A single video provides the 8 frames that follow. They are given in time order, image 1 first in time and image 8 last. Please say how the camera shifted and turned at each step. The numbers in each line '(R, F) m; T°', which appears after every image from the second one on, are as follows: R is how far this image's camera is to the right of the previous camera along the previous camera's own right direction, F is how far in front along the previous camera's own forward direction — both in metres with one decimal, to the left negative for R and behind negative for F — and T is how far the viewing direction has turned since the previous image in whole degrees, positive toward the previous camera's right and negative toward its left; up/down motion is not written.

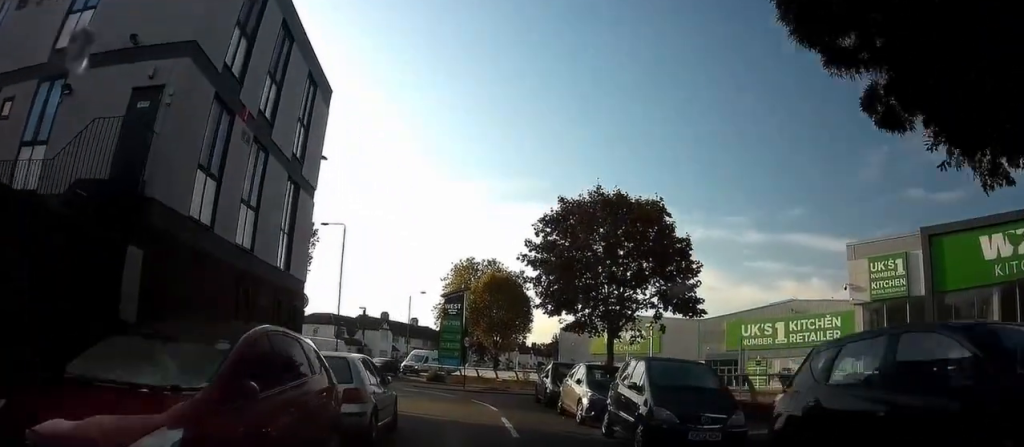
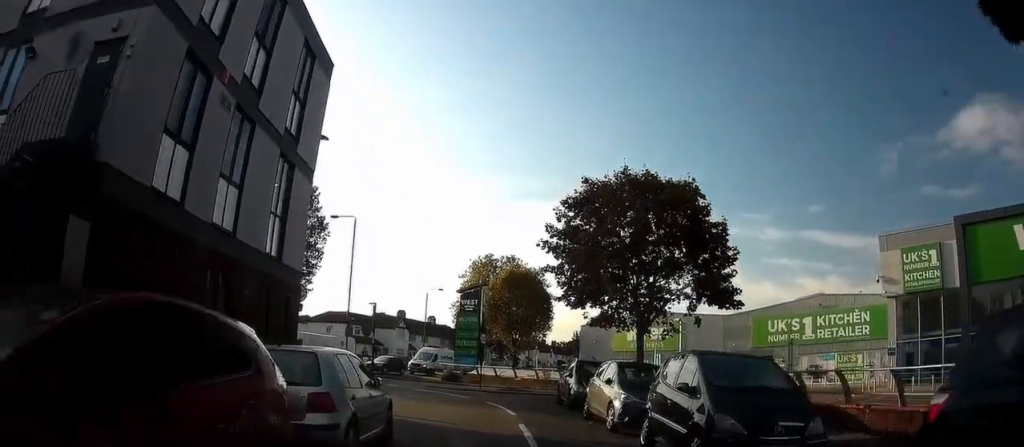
(0.0, +2.0) m; -3°
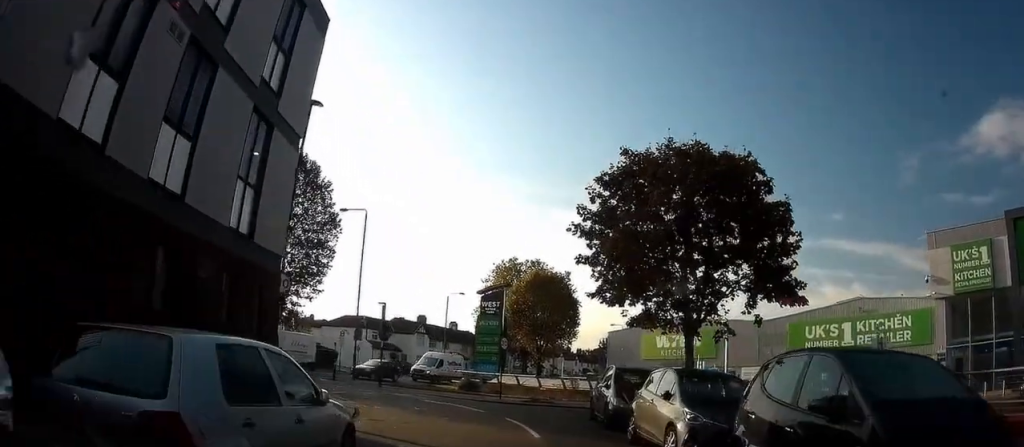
(-0.1, +3.3) m; -1°
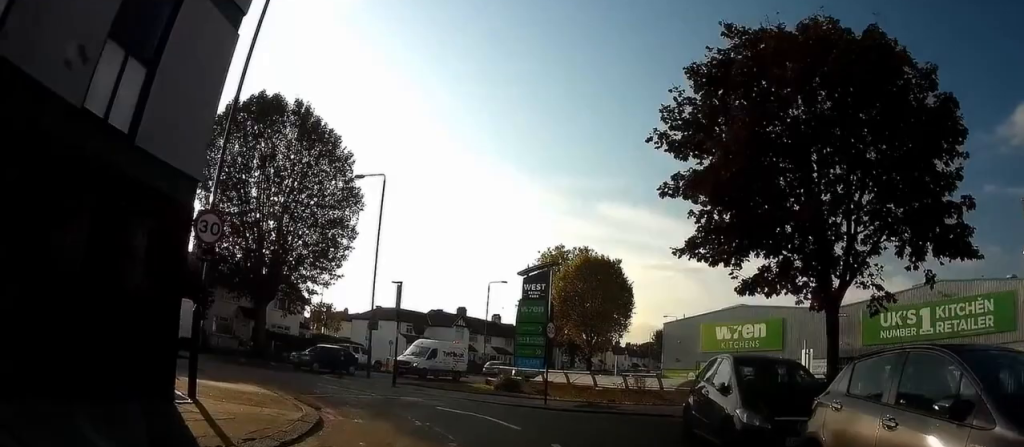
(0.0, +6.2) m; -2°
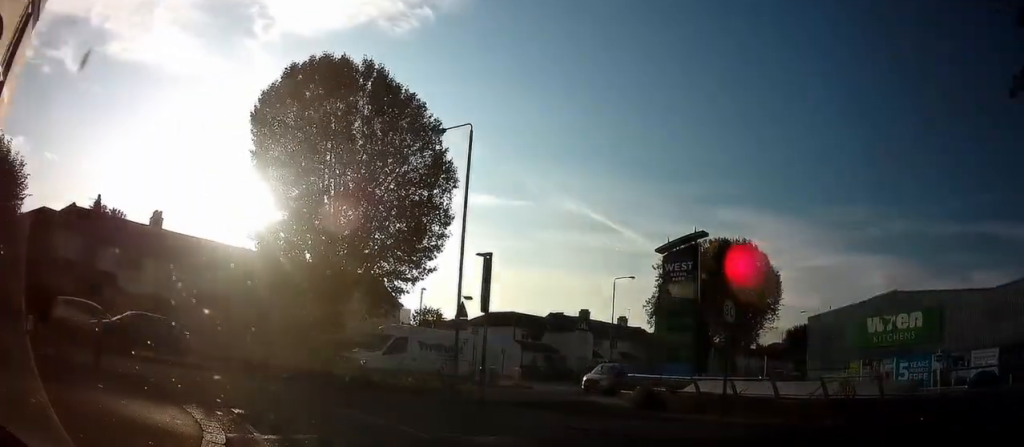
(-1.1, +7.9) m; -14°
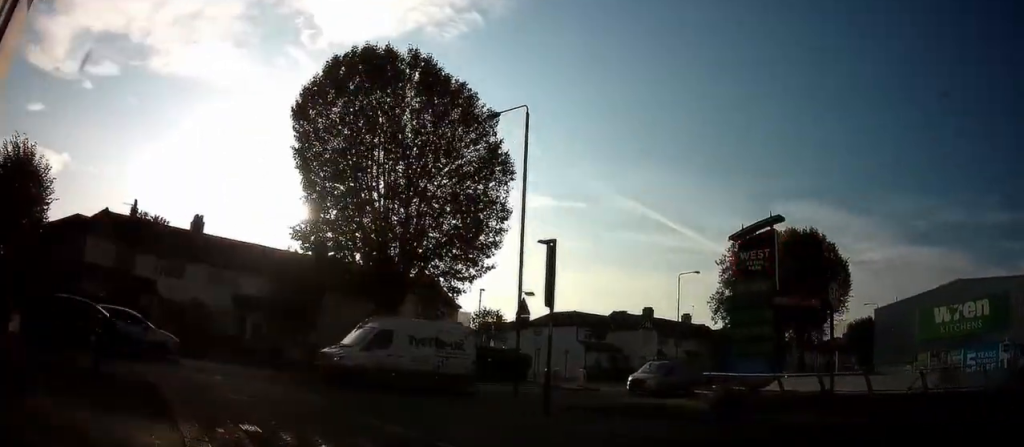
(0.0, +1.8) m; 0°
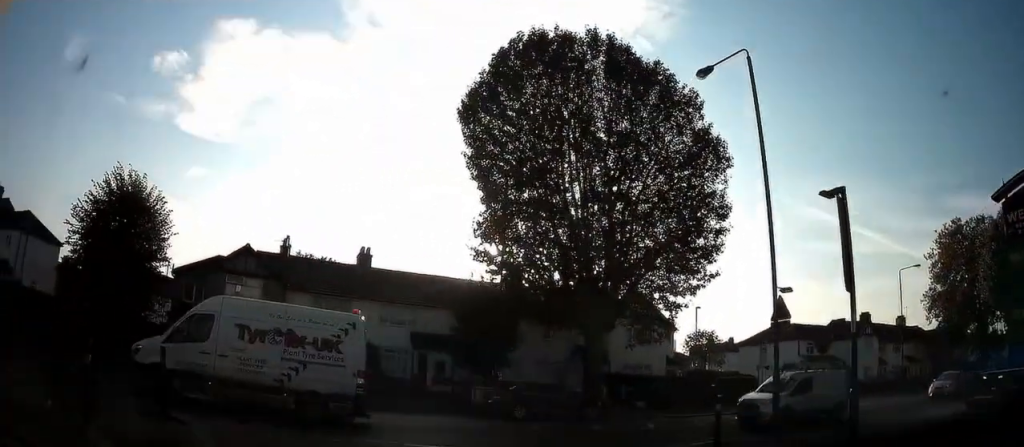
(-0.3, +4.8) m; -20°
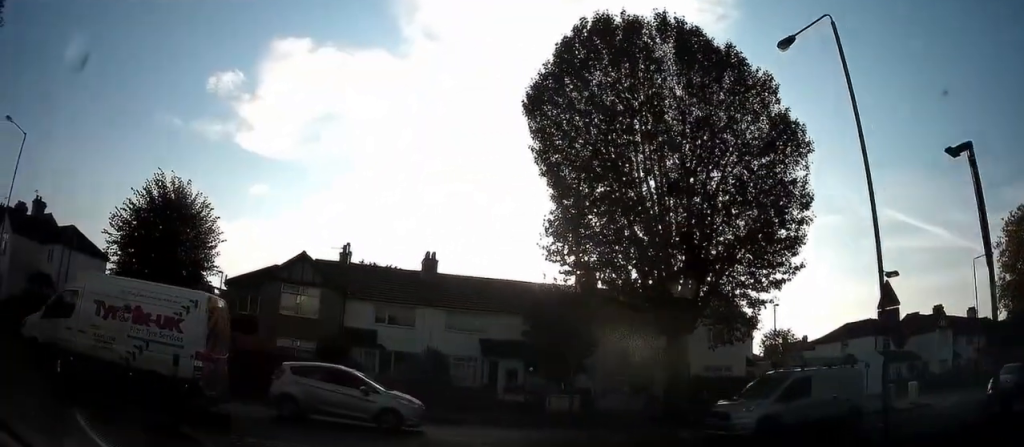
(-0.4, +1.8) m; -16°
